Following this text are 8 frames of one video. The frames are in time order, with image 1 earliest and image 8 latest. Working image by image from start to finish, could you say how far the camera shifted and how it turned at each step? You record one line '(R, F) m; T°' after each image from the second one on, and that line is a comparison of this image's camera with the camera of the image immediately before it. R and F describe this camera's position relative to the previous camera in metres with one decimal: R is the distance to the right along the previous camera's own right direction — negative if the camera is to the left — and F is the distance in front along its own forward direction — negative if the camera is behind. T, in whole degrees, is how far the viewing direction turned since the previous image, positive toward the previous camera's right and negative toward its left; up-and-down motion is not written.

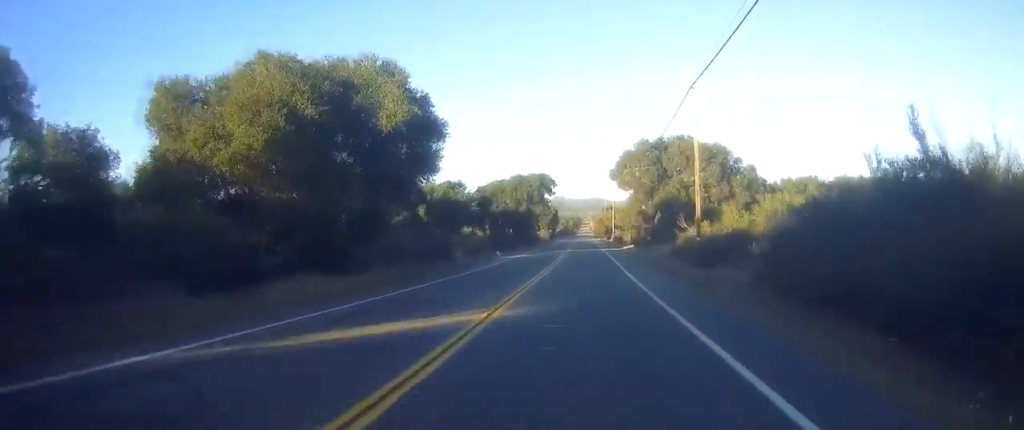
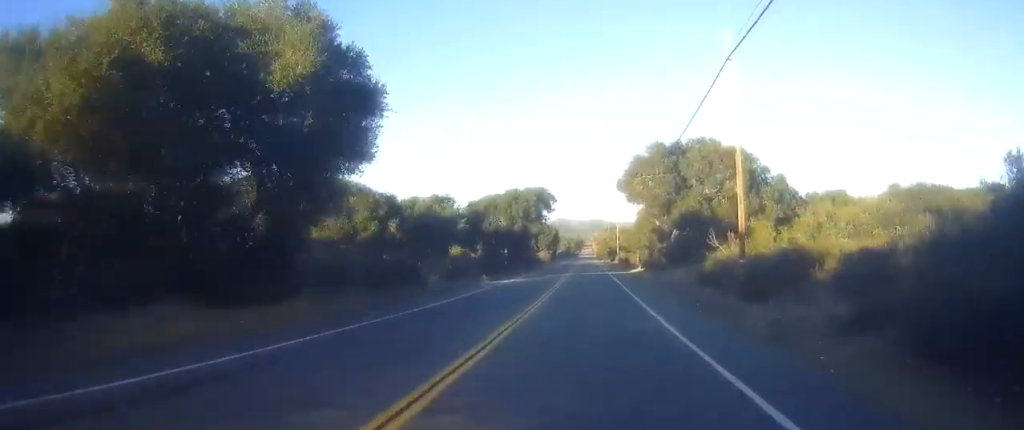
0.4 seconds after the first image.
(0.0, +9.4) m; 0°
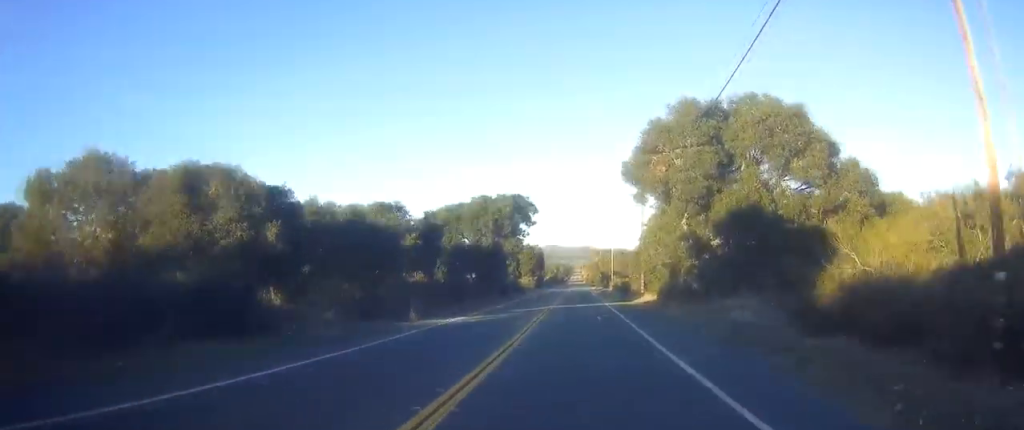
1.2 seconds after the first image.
(-0.1, +18.3) m; 0°
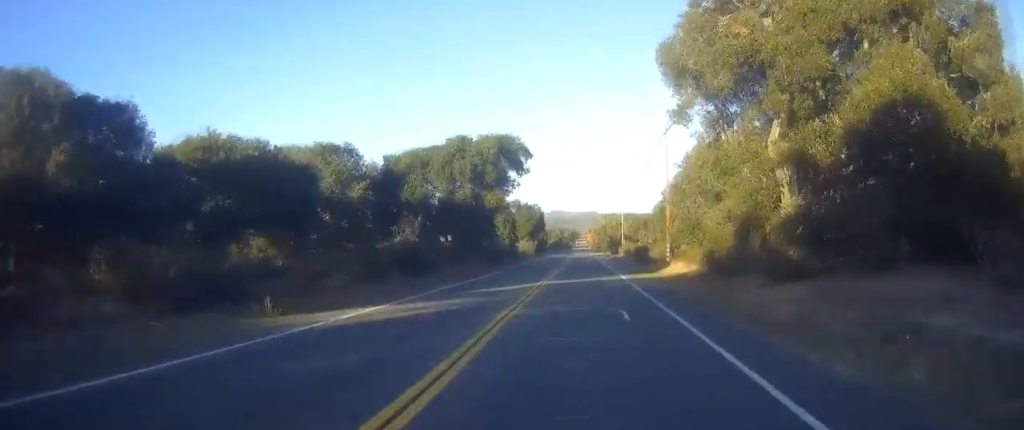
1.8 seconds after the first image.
(+0.1, +15.0) m; -1°
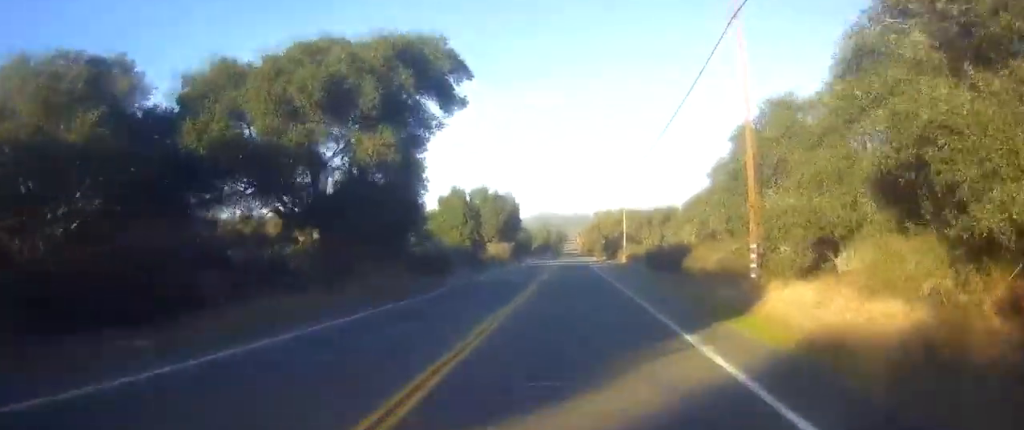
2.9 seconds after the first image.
(-0.3, +25.5) m; -1°
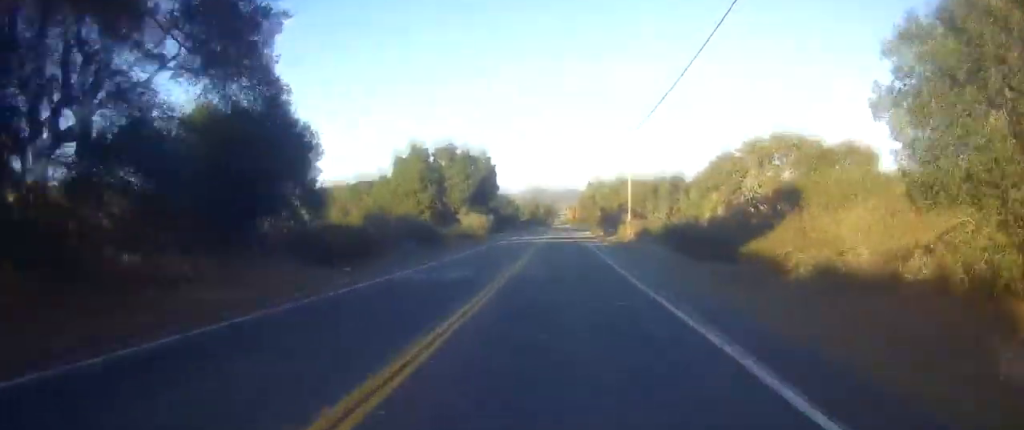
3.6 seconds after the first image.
(0.0, +15.9) m; 0°
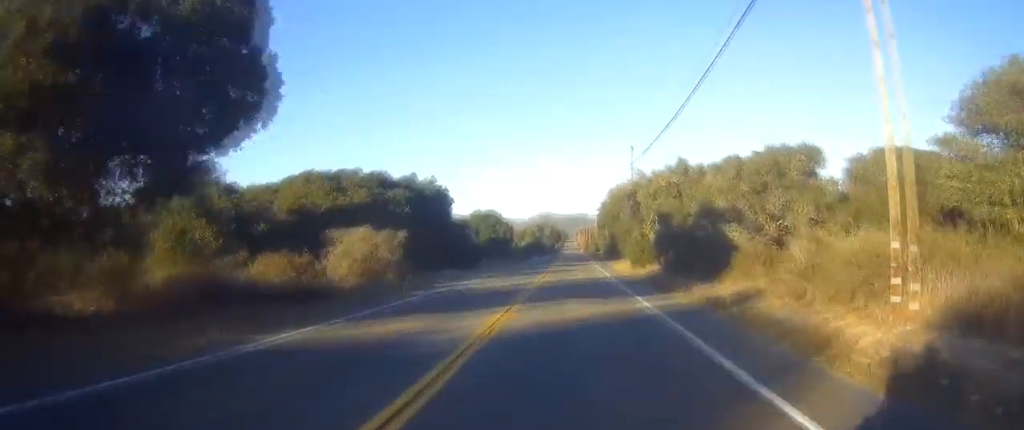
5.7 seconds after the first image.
(+0.6, +47.9) m; +2°
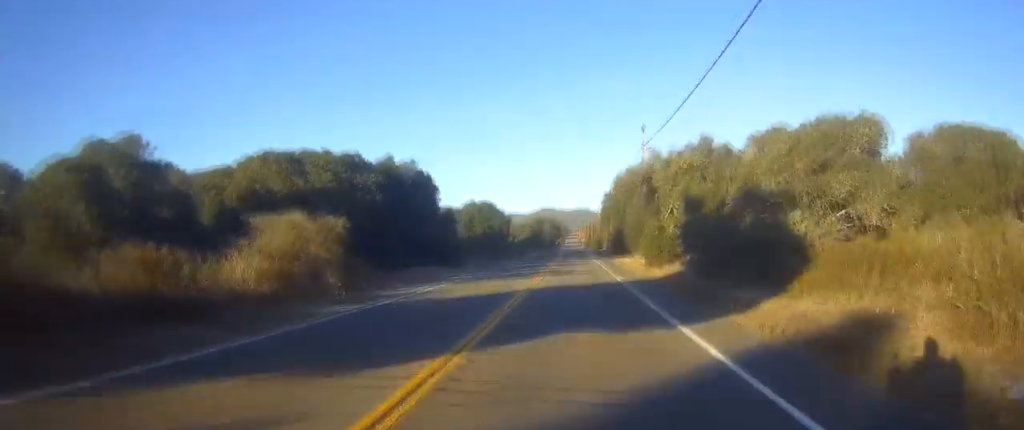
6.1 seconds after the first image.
(0.0, +9.3) m; 0°
